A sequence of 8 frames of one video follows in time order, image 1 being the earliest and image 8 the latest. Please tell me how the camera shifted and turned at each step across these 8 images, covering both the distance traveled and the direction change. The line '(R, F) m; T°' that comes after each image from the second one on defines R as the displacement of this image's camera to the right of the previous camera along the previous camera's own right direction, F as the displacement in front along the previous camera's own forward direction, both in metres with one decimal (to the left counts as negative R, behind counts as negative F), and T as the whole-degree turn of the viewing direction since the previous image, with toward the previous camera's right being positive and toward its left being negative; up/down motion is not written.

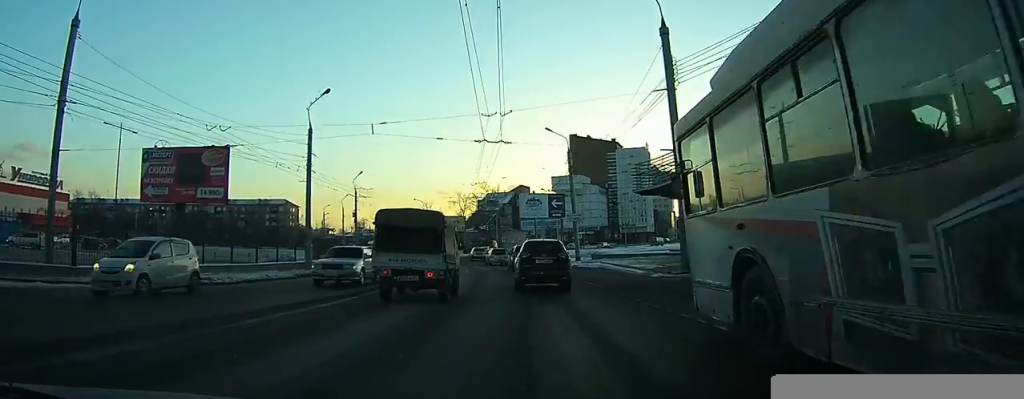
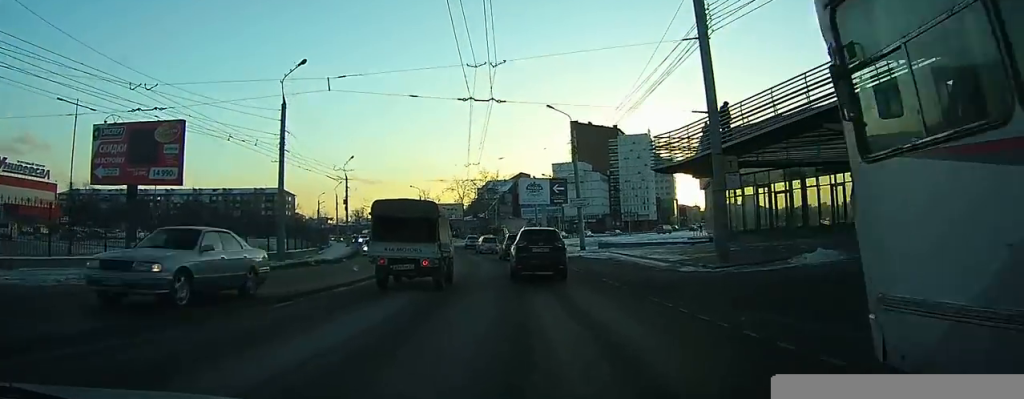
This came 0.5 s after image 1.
(0.0, +4.3) m; 0°
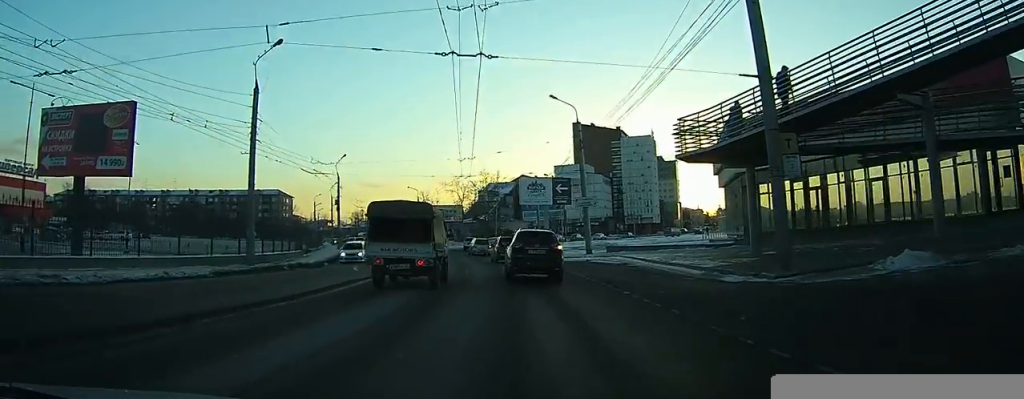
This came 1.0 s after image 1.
(-0.1, +3.8) m; 0°
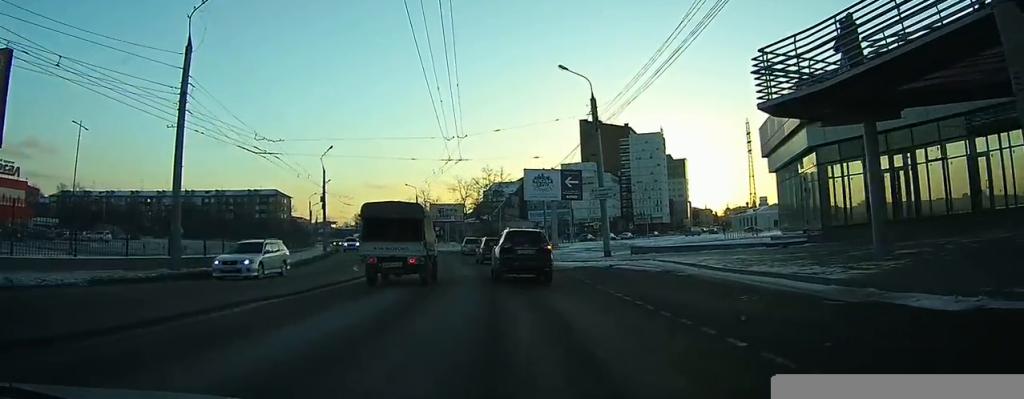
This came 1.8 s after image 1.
(0.0, +7.0) m; 0°
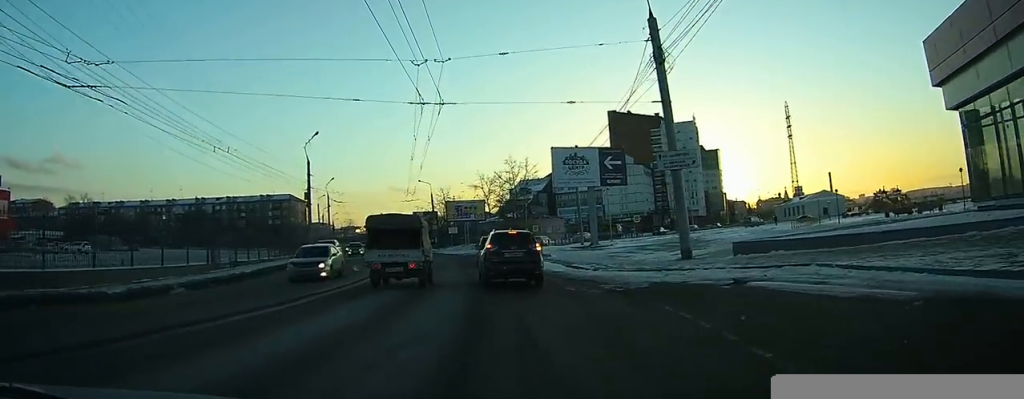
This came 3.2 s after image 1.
(0.0, +11.9) m; 0°
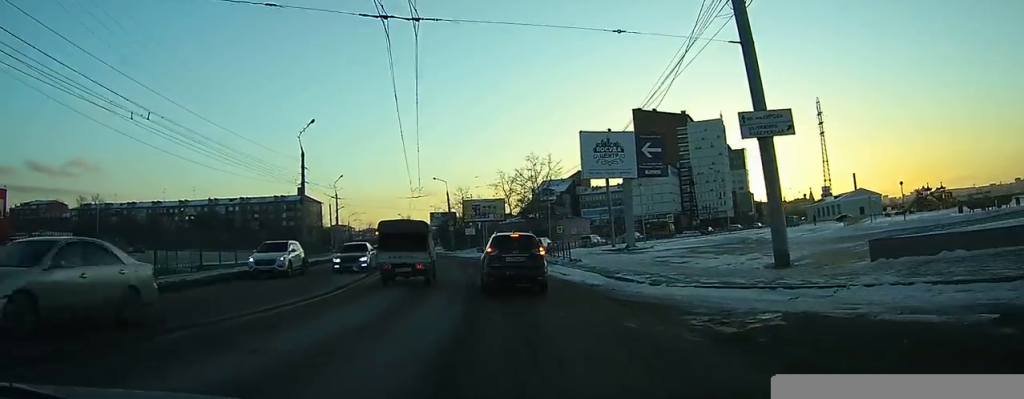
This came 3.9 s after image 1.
(0.0, +6.6) m; -1°
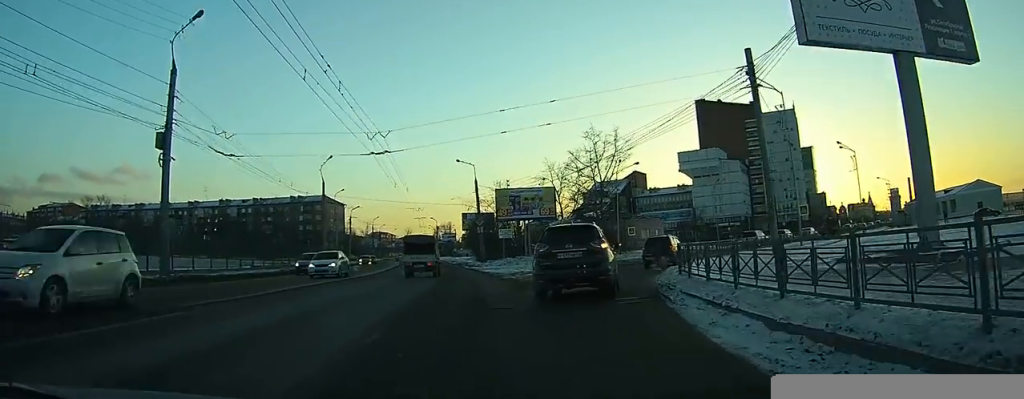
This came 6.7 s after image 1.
(-1.9, +25.4) m; -7°
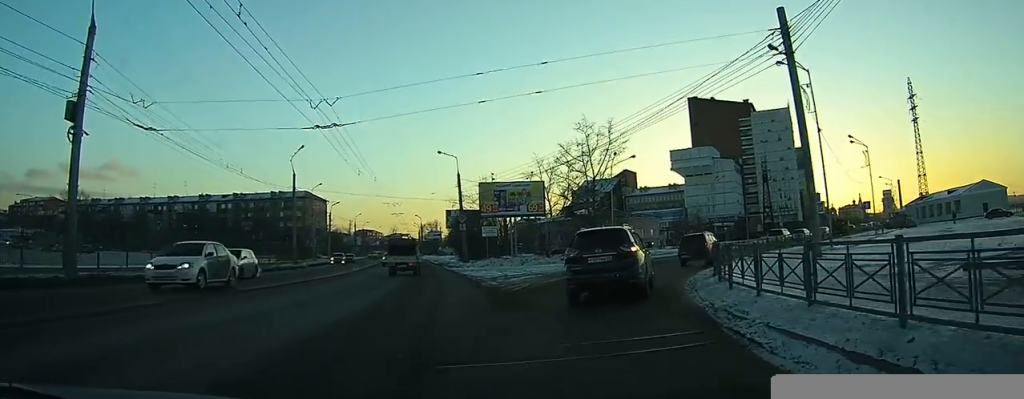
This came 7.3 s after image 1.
(0.0, +5.4) m; -1°
